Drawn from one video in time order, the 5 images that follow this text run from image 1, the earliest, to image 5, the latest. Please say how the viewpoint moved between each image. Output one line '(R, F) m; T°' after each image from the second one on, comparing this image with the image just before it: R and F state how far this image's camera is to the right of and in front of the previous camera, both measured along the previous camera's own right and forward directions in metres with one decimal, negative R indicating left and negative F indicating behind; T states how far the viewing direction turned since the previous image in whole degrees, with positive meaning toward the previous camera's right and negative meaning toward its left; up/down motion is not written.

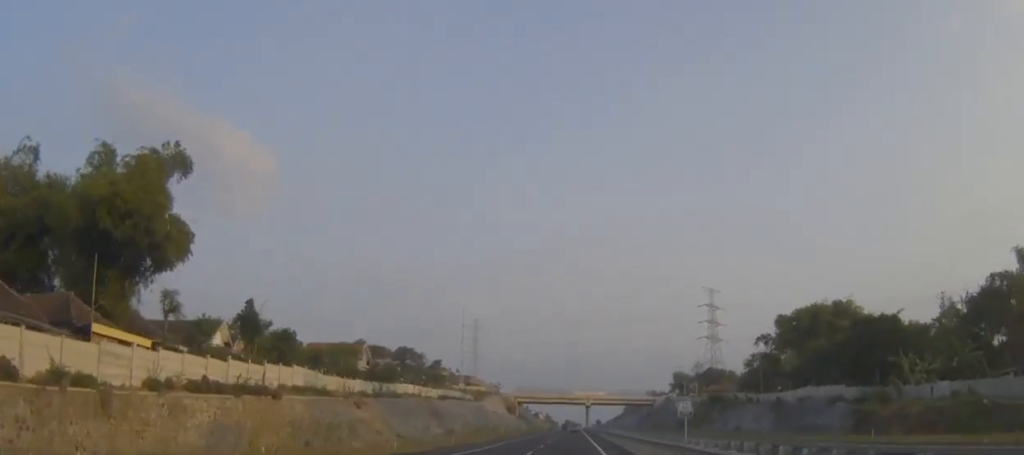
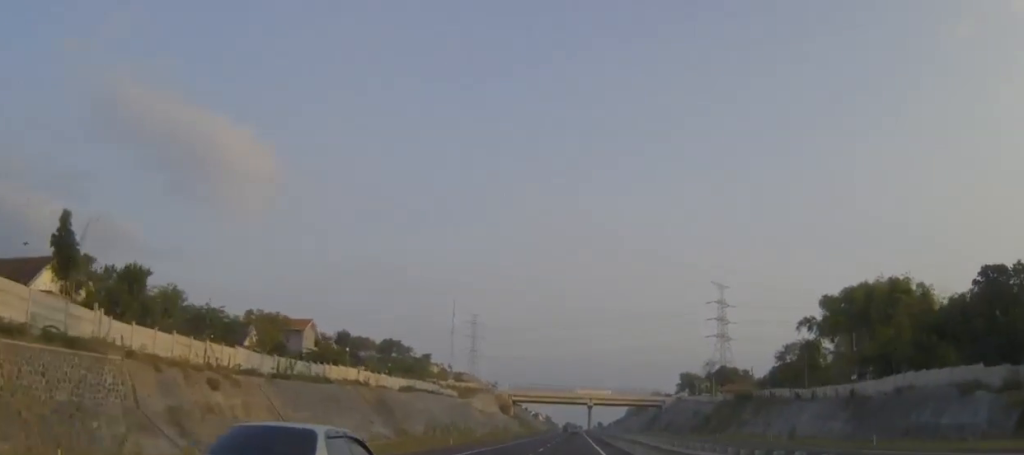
(0.0, +29.2) m; 0°
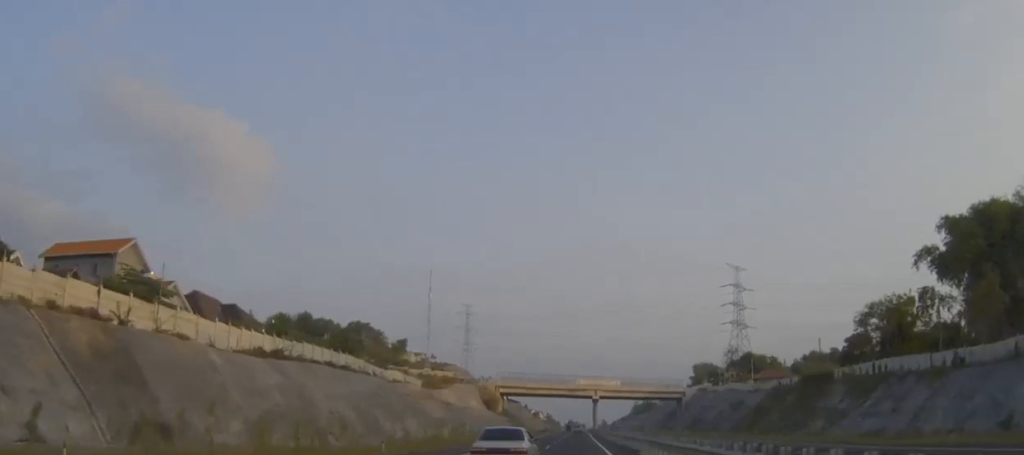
(+0.1, +47.7) m; 0°
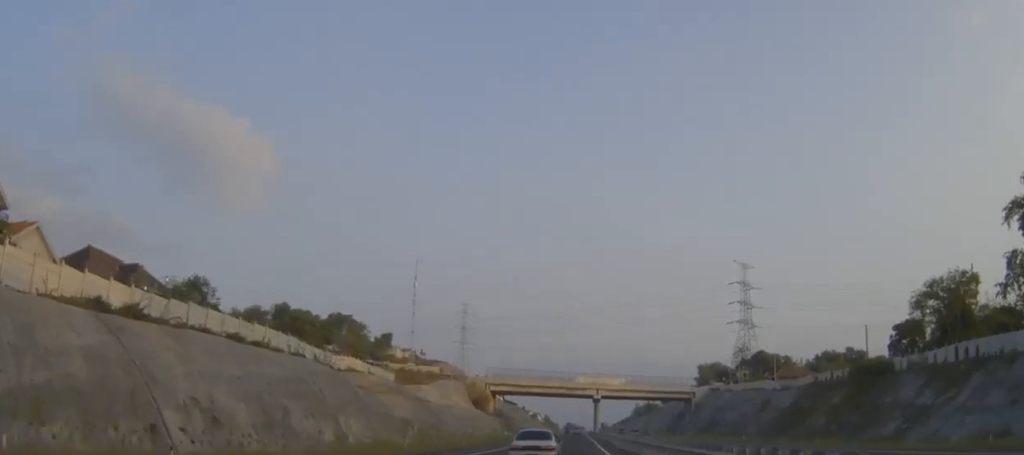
(-0.2, +21.2) m; 0°
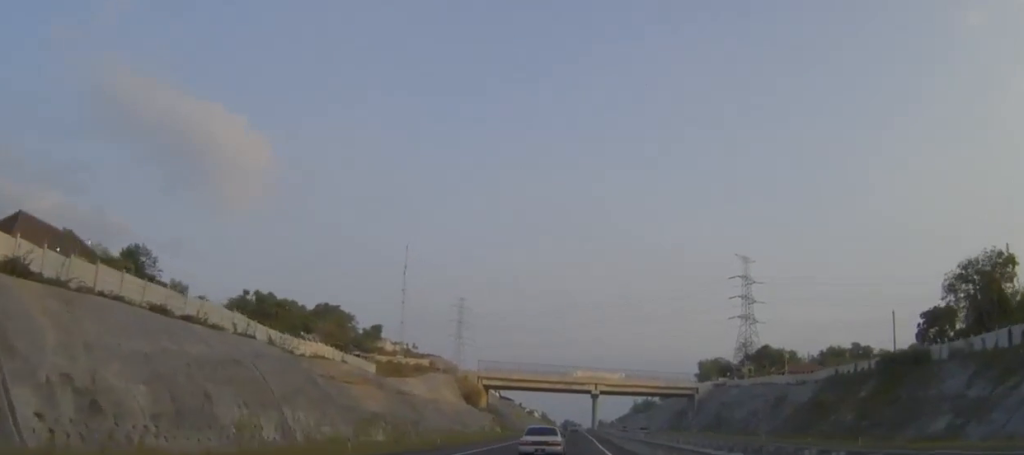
(0.0, +10.4) m; 0°
